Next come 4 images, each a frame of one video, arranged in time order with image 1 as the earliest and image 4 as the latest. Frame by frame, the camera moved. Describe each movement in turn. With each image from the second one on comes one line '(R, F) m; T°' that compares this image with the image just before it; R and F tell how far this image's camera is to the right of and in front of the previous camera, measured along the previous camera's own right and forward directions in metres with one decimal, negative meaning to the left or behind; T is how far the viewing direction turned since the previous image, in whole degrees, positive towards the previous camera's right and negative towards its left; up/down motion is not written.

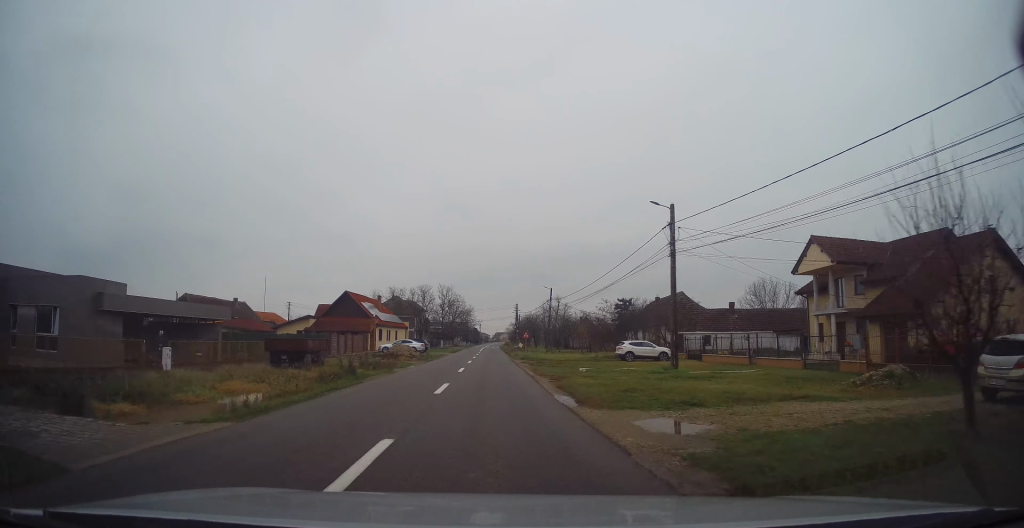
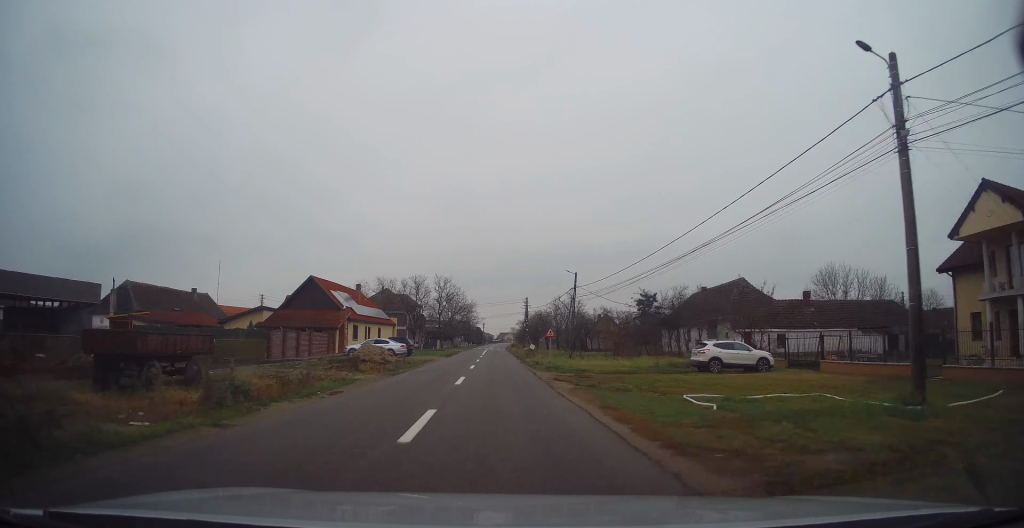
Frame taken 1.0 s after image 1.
(-0.2, +14.8) m; -1°
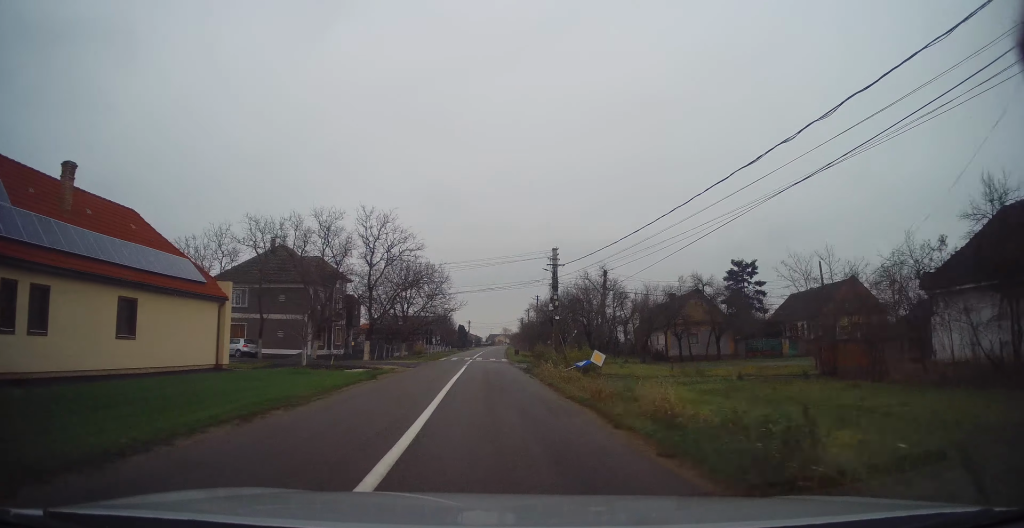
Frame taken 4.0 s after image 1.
(+0.5, +45.3) m; +1°
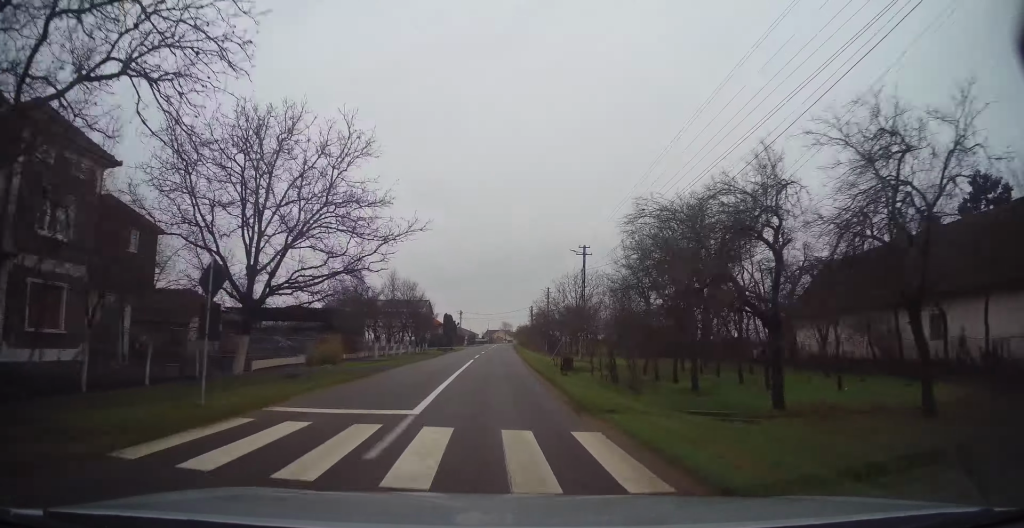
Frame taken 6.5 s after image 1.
(+0.5, +37.4) m; +1°
